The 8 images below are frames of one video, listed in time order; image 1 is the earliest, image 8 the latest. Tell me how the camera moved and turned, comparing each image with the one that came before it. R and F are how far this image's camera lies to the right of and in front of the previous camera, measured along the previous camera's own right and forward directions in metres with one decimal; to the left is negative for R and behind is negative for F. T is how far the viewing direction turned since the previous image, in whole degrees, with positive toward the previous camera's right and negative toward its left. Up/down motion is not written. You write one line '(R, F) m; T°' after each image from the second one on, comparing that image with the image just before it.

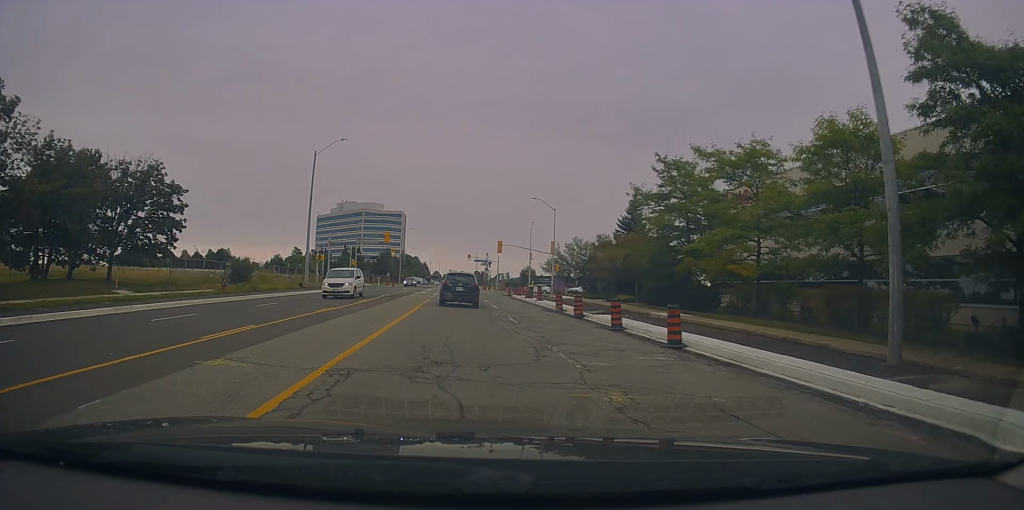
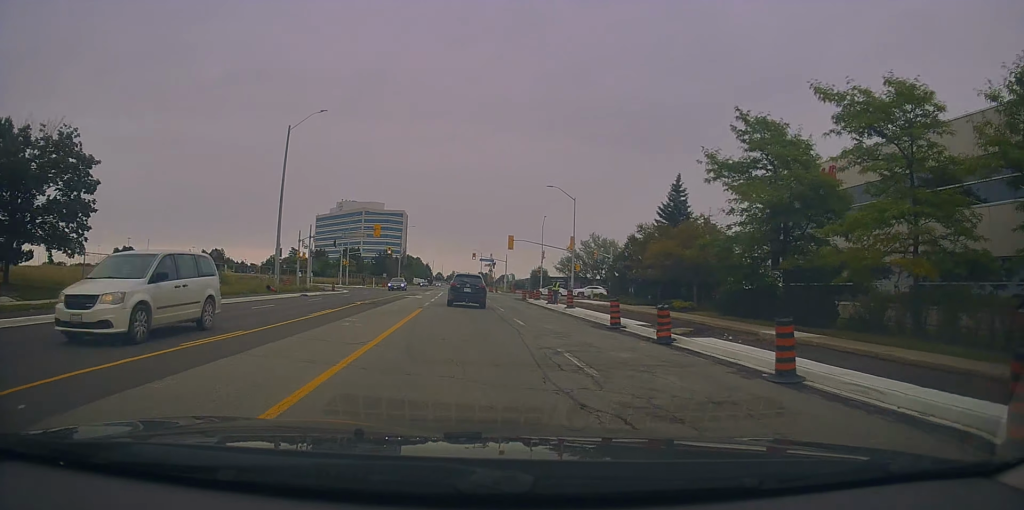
(+0.4, +10.1) m; +1°
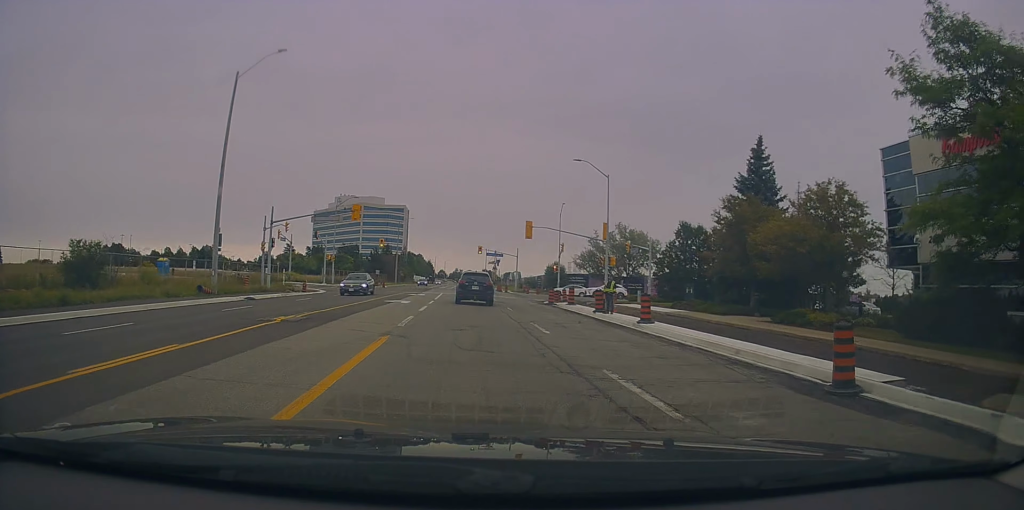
(-0.3, +12.2) m; -2°
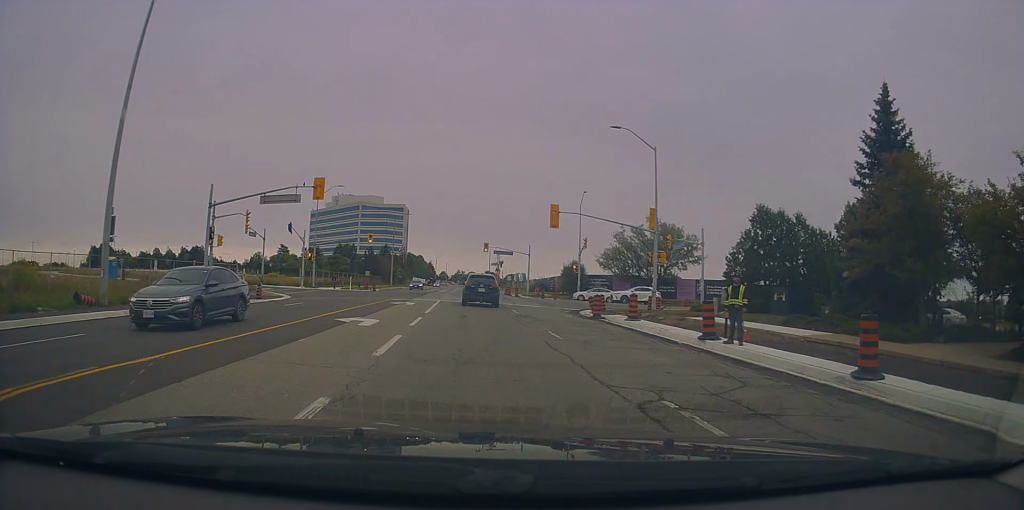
(-0.1, +11.4) m; 0°
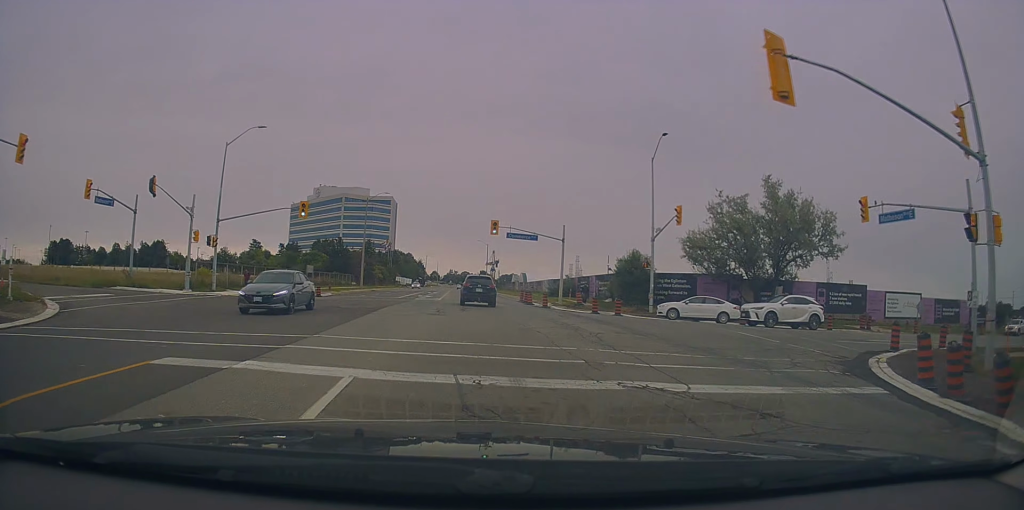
(+0.3, +26.9) m; 0°
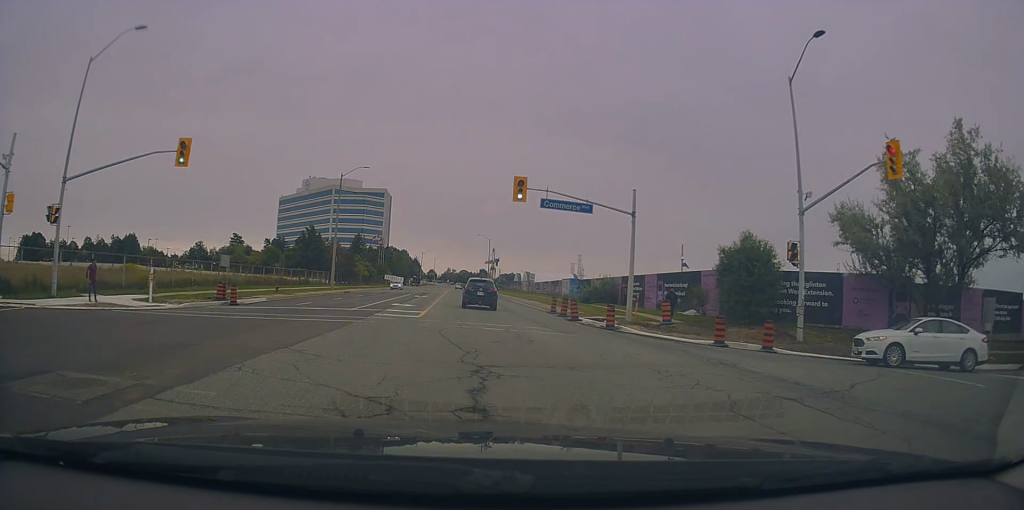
(-0.2, +18.2) m; 0°
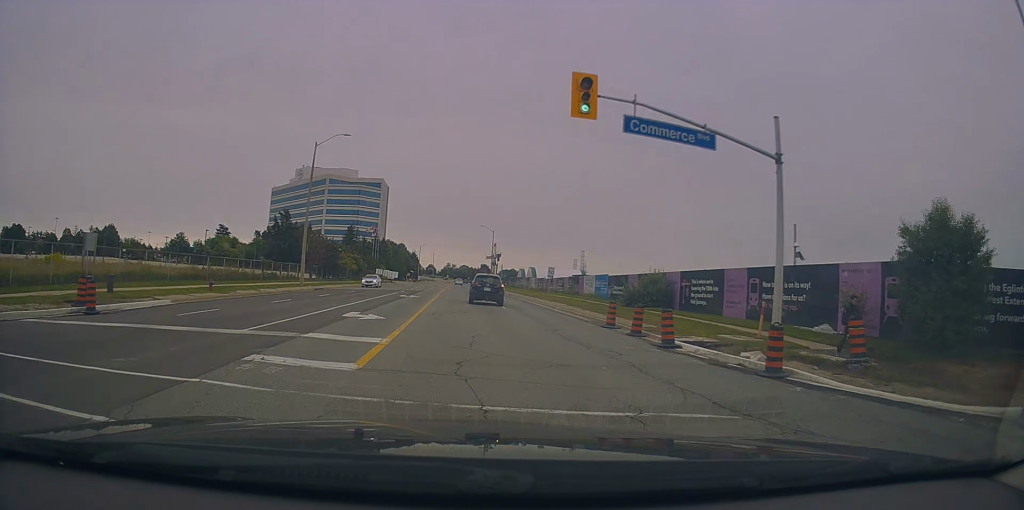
(-0.2, +12.8) m; +1°
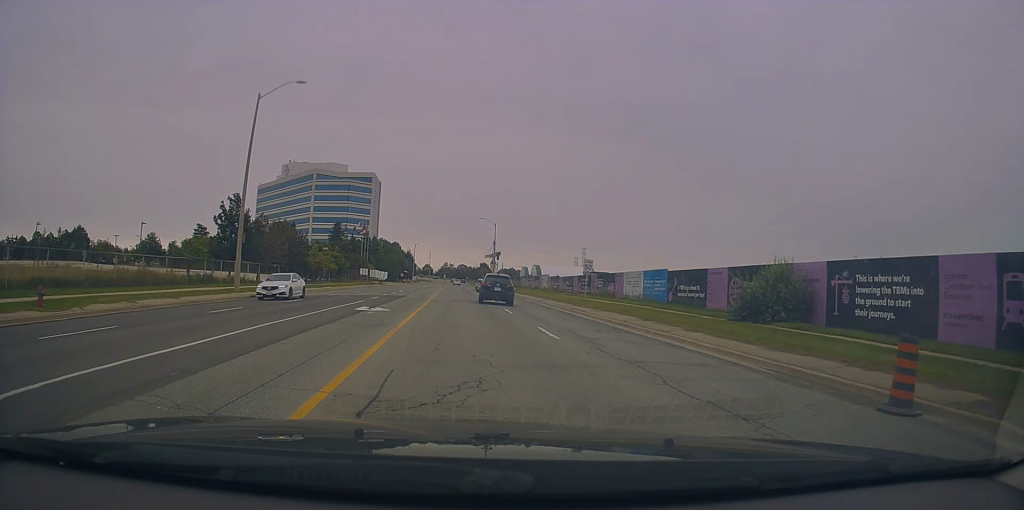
(+0.8, +15.4) m; +2°
